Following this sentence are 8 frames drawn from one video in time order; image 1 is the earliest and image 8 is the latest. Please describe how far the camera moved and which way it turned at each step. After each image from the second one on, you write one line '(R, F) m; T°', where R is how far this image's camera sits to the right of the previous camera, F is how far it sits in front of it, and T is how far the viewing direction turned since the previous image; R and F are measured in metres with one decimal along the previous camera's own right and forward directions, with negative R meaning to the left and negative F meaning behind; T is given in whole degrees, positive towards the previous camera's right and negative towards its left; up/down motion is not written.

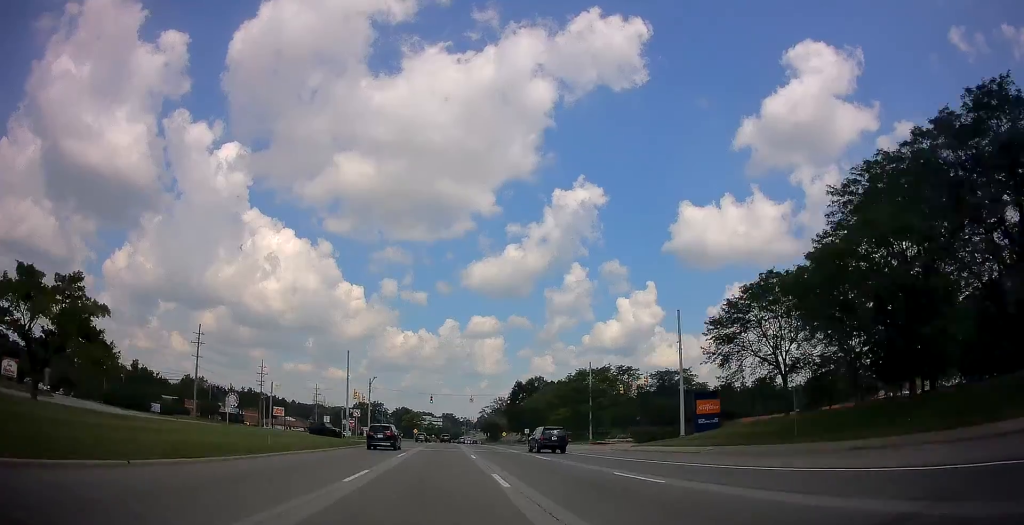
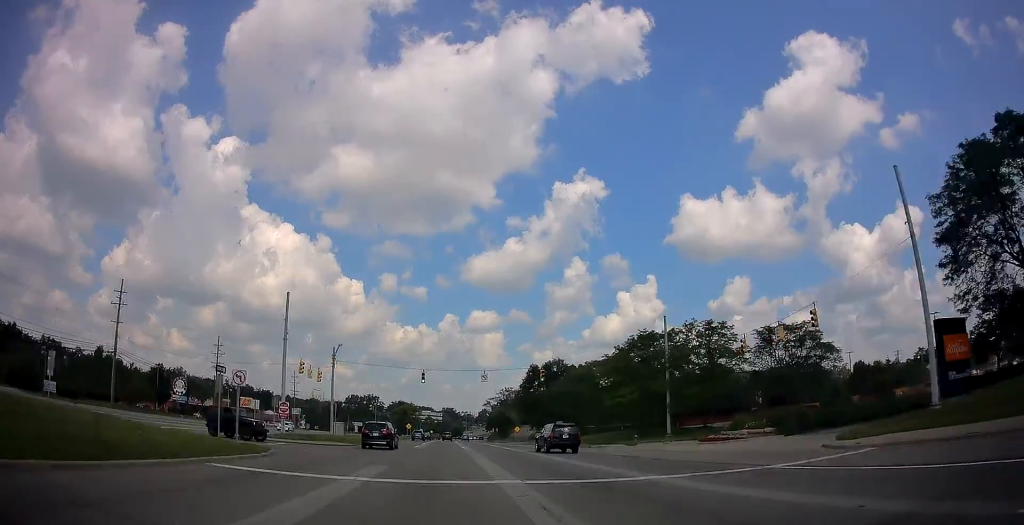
(+0.1, +29.0) m; 0°
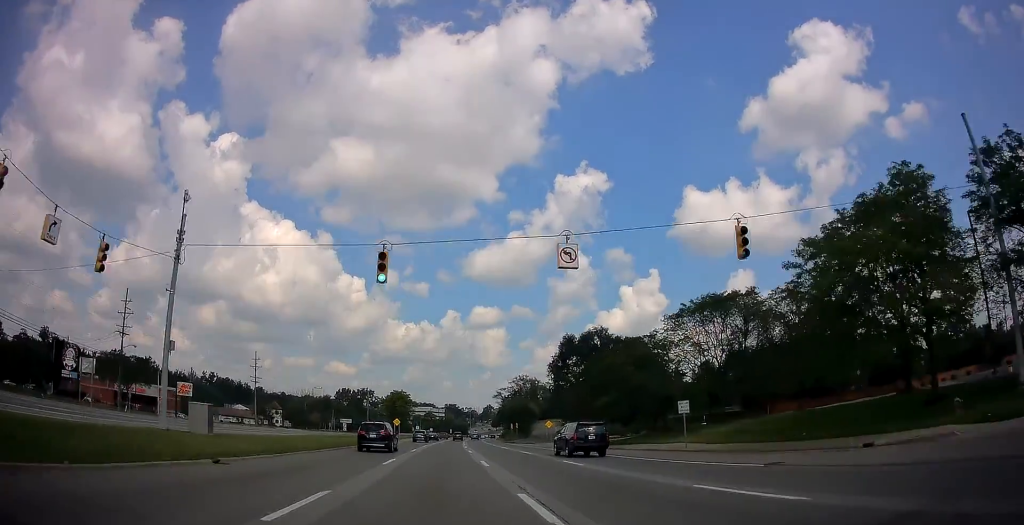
(-0.3, +38.1) m; 0°
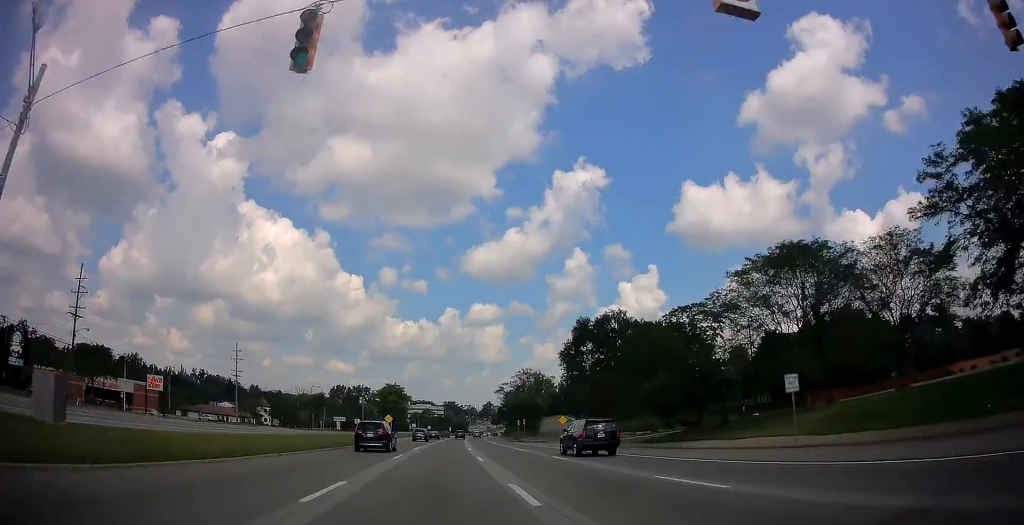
(-0.1, +11.6) m; 0°
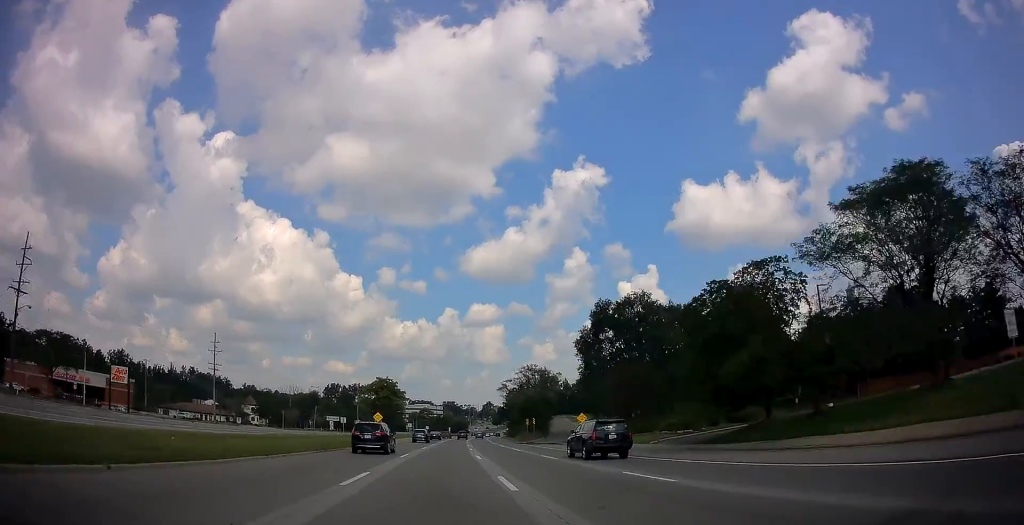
(0.0, +11.6) m; 0°
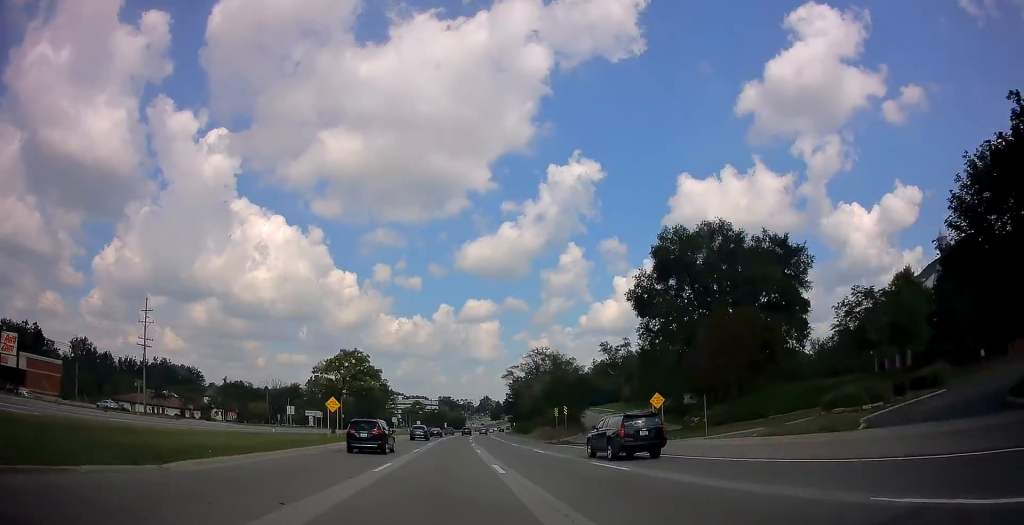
(+0.2, +26.4) m; +1°
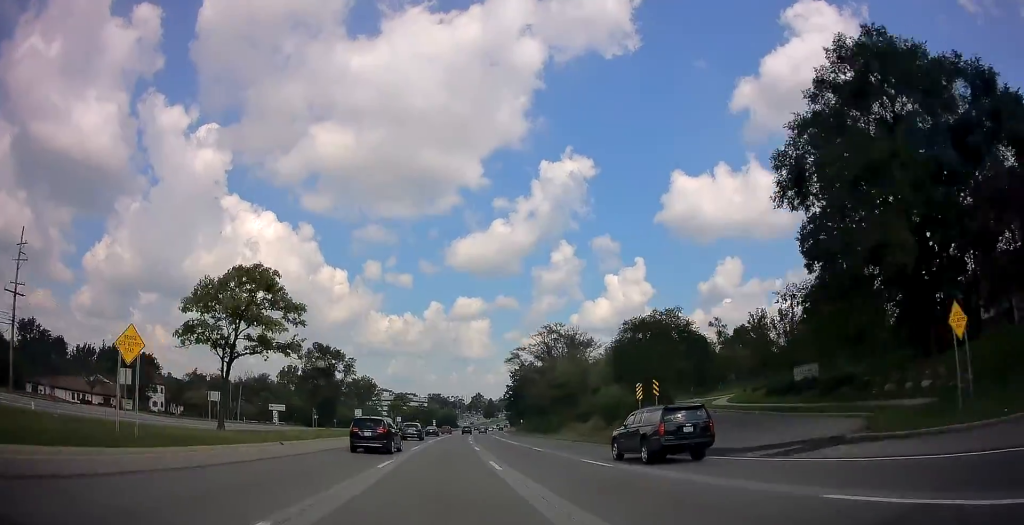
(+0.1, +29.6) m; 0°
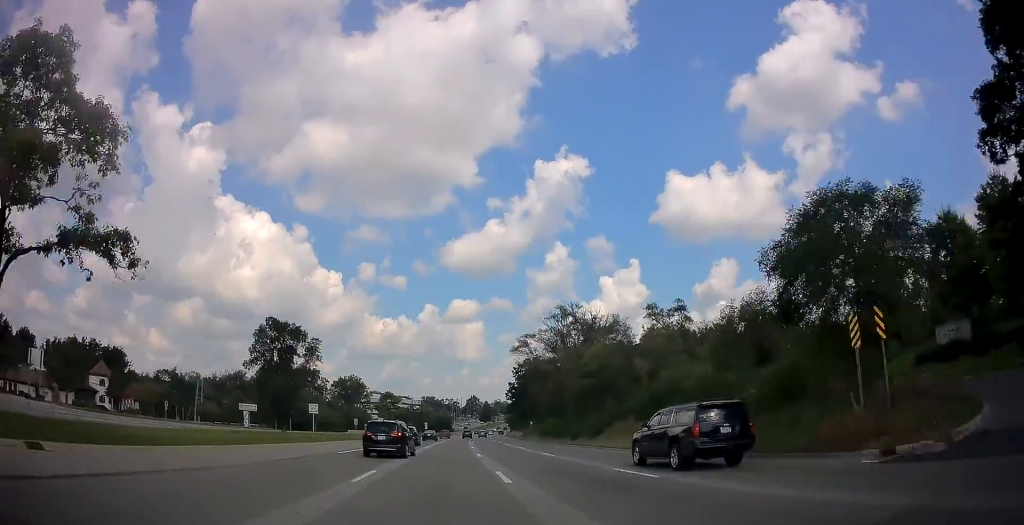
(+0.1, +19.6) m; +1°
